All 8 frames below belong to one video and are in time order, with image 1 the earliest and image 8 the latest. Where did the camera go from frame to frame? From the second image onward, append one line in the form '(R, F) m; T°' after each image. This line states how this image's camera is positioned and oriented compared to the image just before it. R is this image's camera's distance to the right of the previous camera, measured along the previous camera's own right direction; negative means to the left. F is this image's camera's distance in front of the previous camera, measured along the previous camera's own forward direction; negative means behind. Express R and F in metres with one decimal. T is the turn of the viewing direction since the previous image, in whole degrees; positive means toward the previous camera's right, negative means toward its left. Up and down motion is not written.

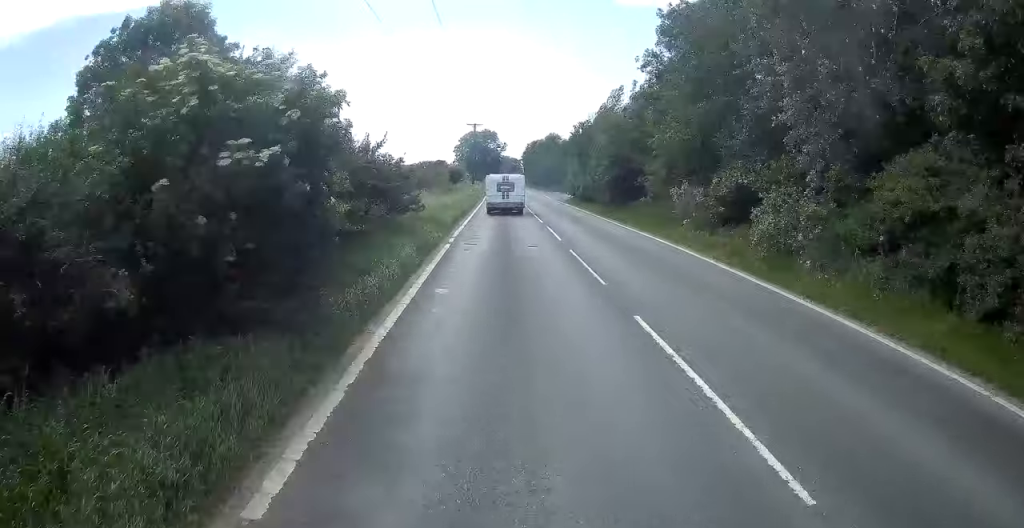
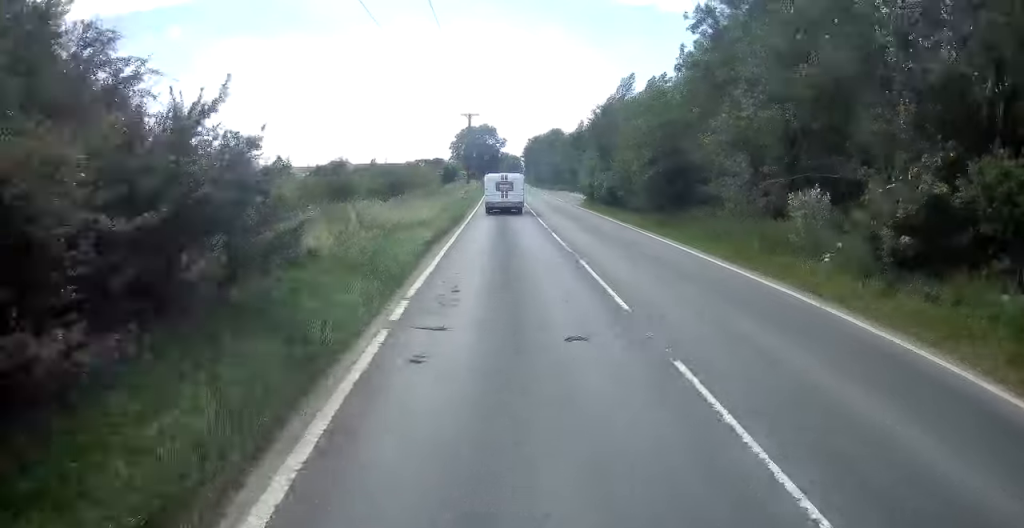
(0.0, +11.5) m; 0°
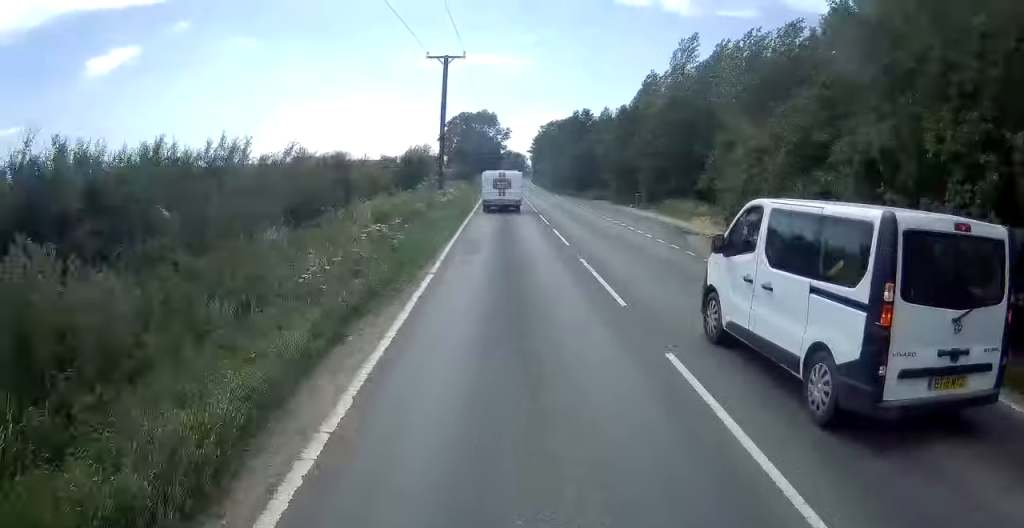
(0.0, +35.3) m; 0°
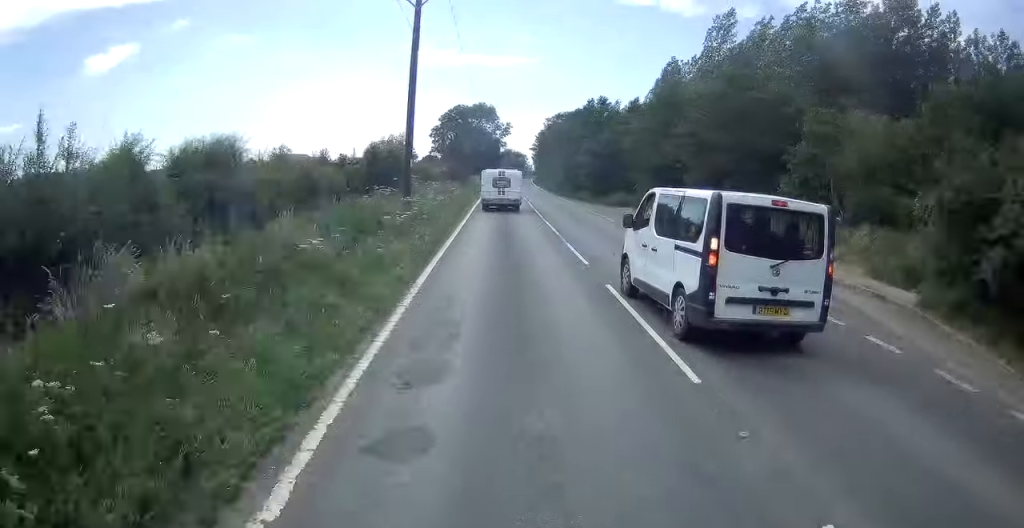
(0.0, +13.0) m; 0°
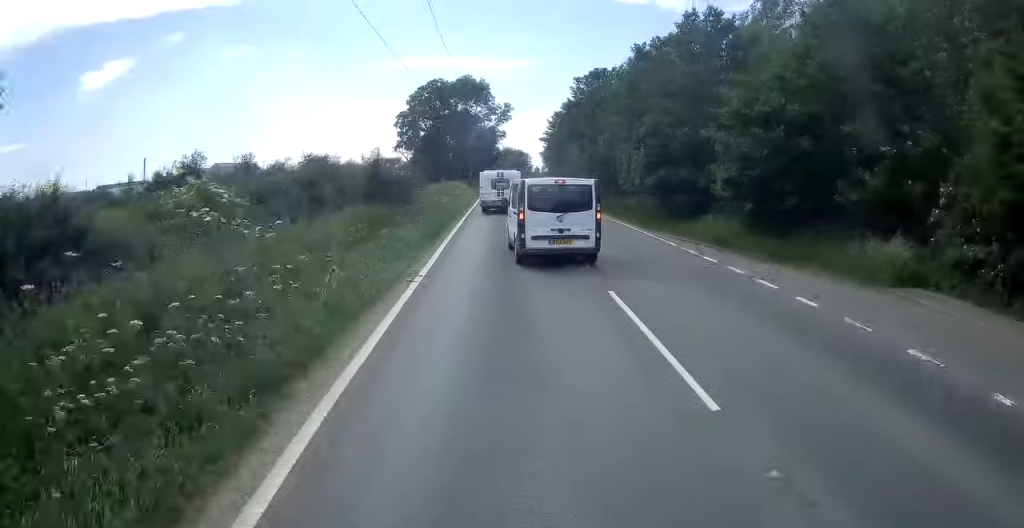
(0.0, +36.6) m; 0°
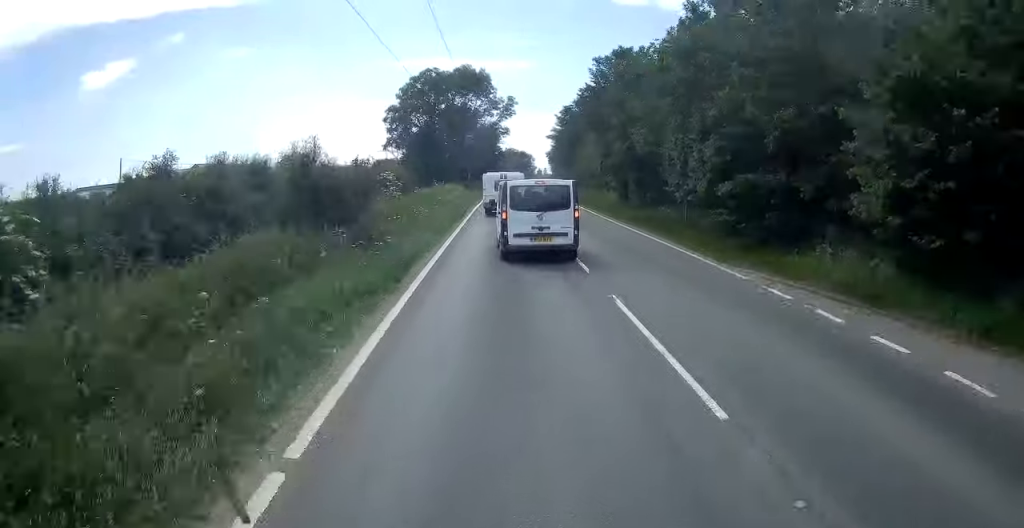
(0.0, +9.1) m; 0°
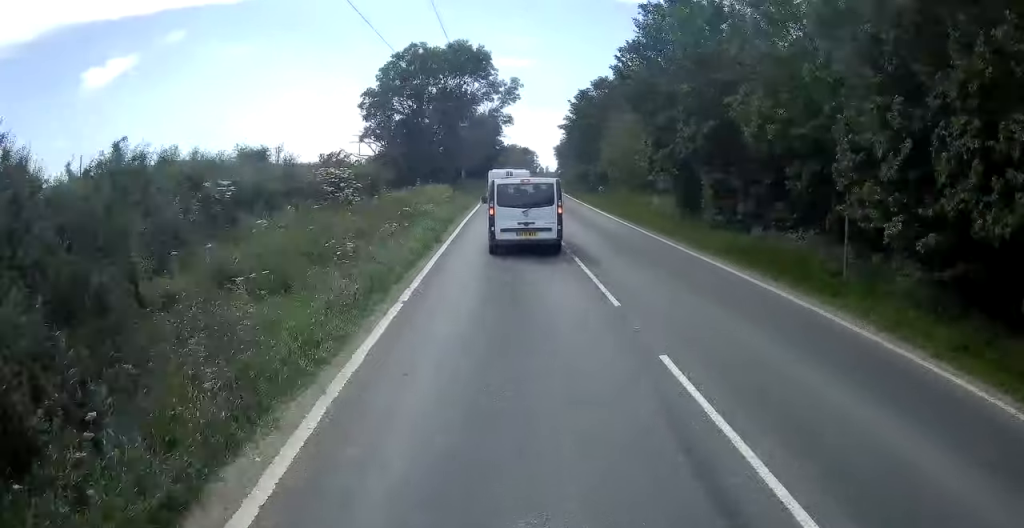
(0.0, +12.9) m; 0°
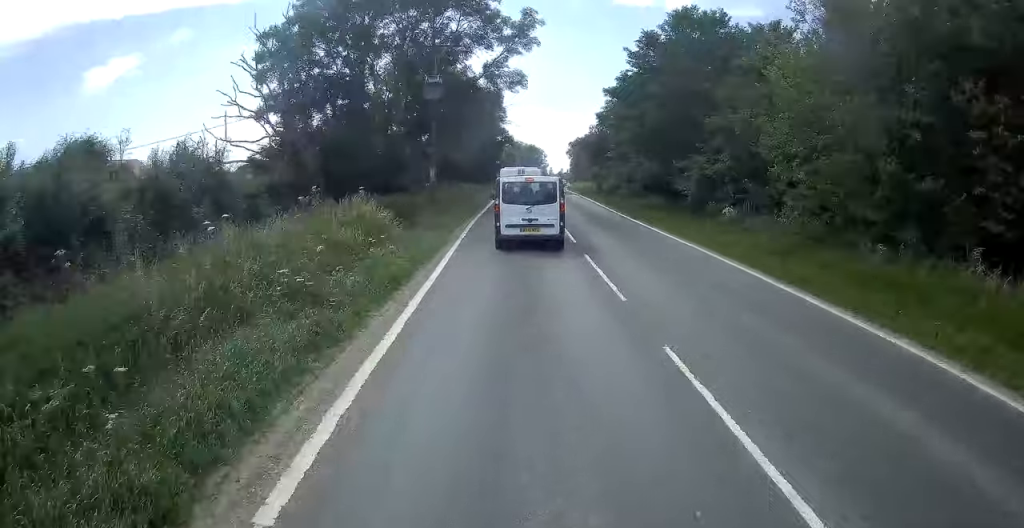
(0.0, +26.6) m; +1°
